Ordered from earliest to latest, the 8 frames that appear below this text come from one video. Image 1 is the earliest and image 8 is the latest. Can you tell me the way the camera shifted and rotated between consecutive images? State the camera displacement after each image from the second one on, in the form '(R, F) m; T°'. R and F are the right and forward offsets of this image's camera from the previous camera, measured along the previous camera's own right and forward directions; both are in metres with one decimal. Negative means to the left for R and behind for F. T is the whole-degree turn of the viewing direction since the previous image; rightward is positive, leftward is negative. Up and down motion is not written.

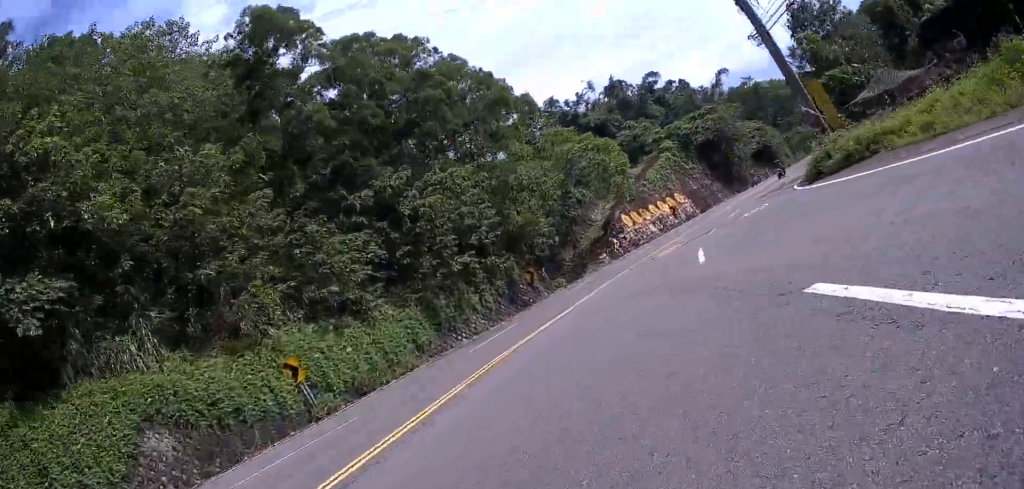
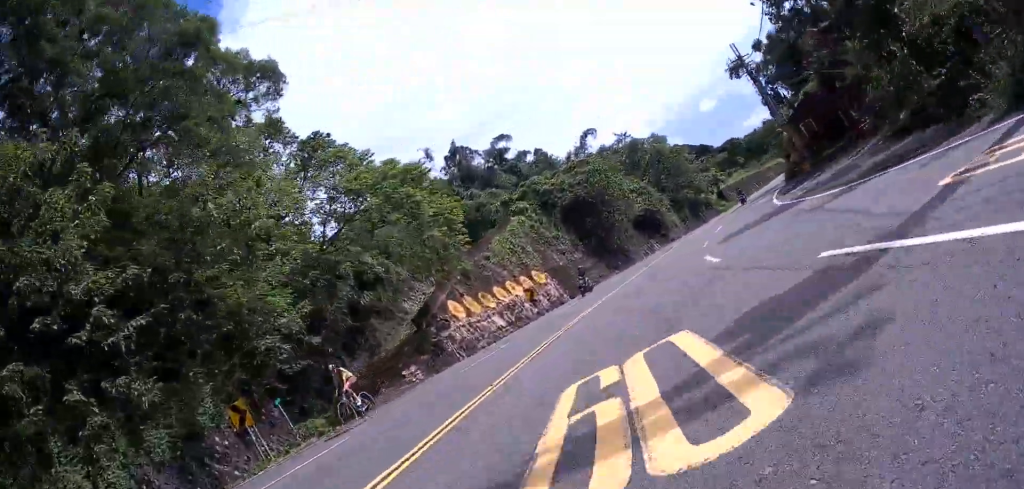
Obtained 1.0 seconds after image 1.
(+3.9, +19.3) m; +14°
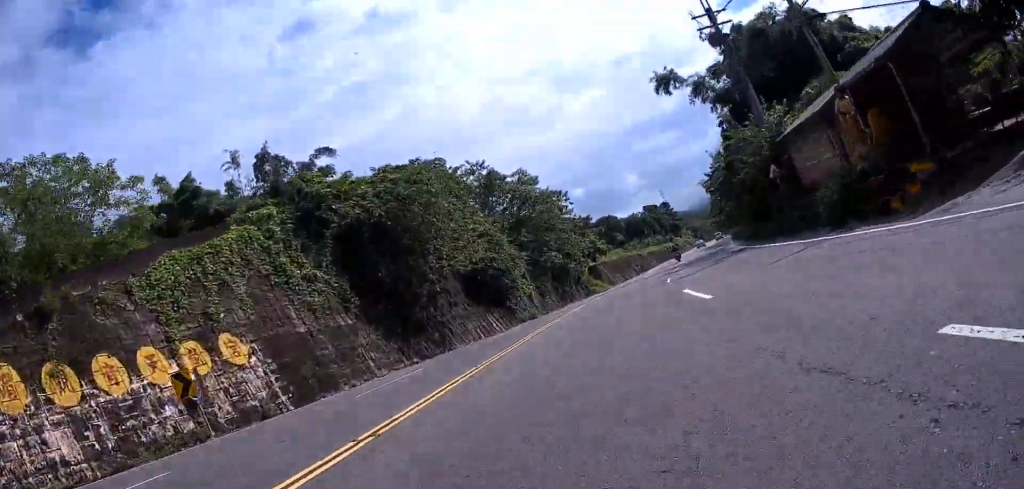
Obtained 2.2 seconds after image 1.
(+2.7, +23.3) m; +16°
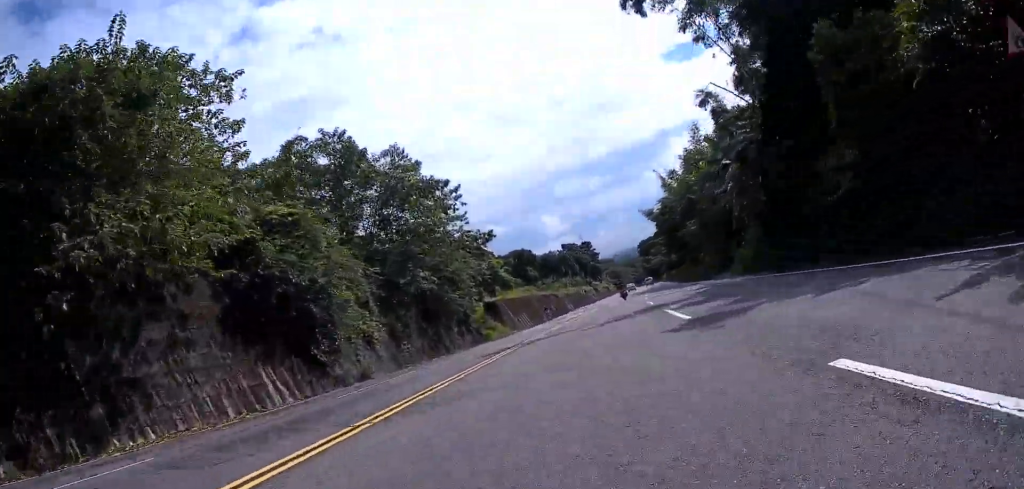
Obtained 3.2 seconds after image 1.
(+2.6, +19.1) m; +8°
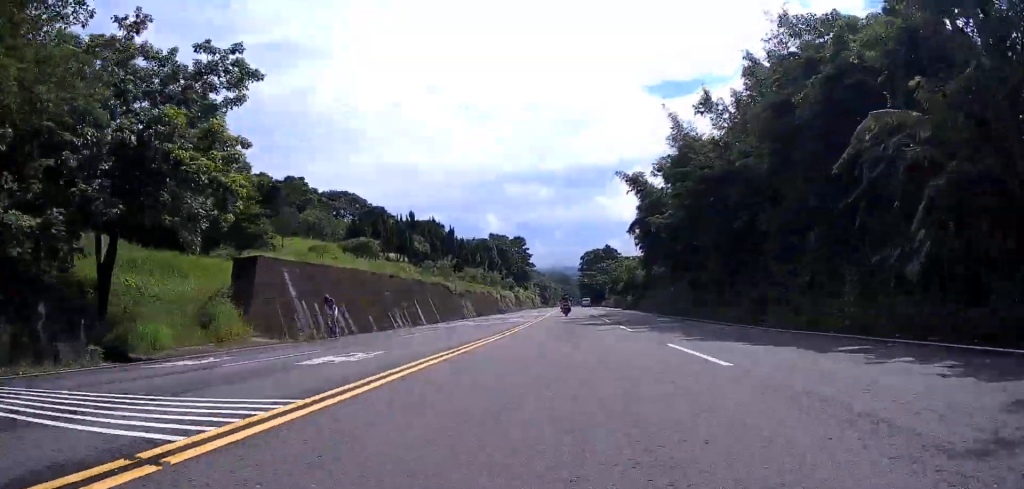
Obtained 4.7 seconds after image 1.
(0.0, +31.7) m; +3°
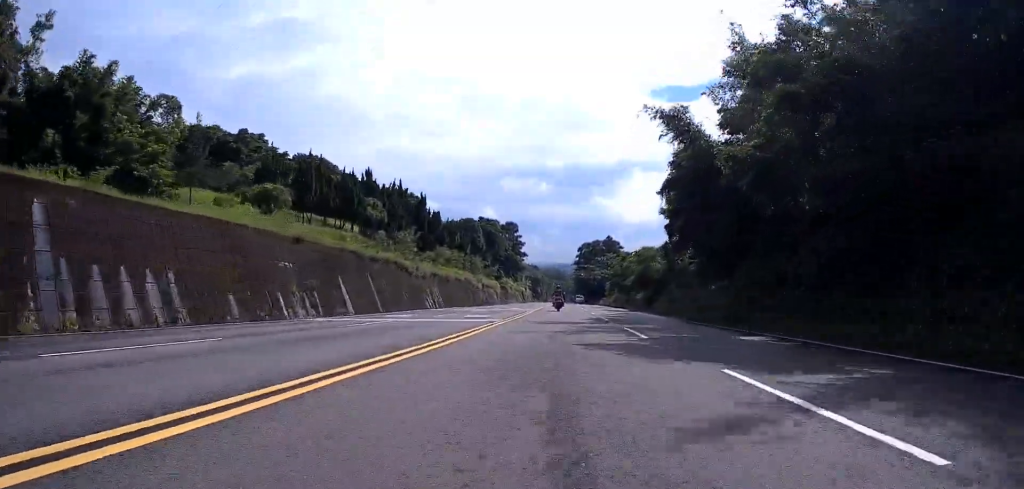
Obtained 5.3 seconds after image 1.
(+0.4, +13.5) m; +1°
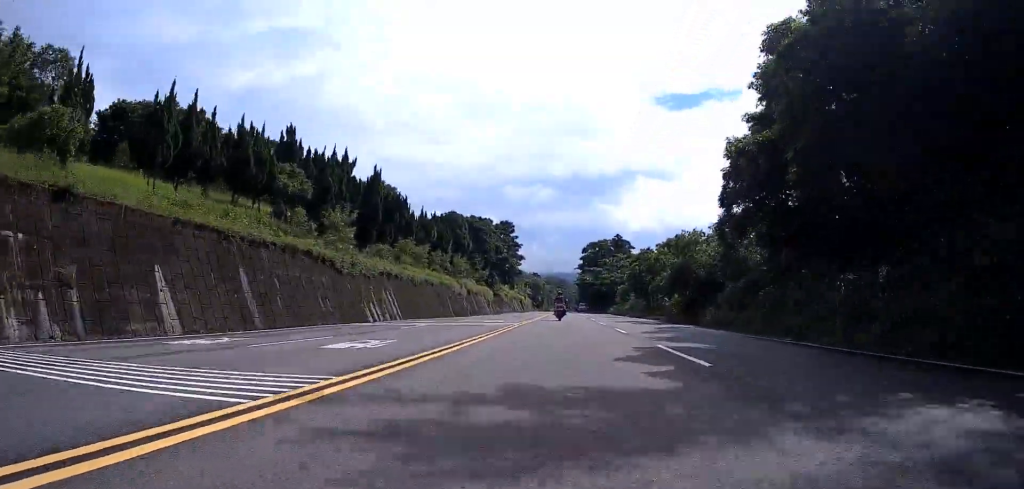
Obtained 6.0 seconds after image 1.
(+0.8, +14.9) m; 0°
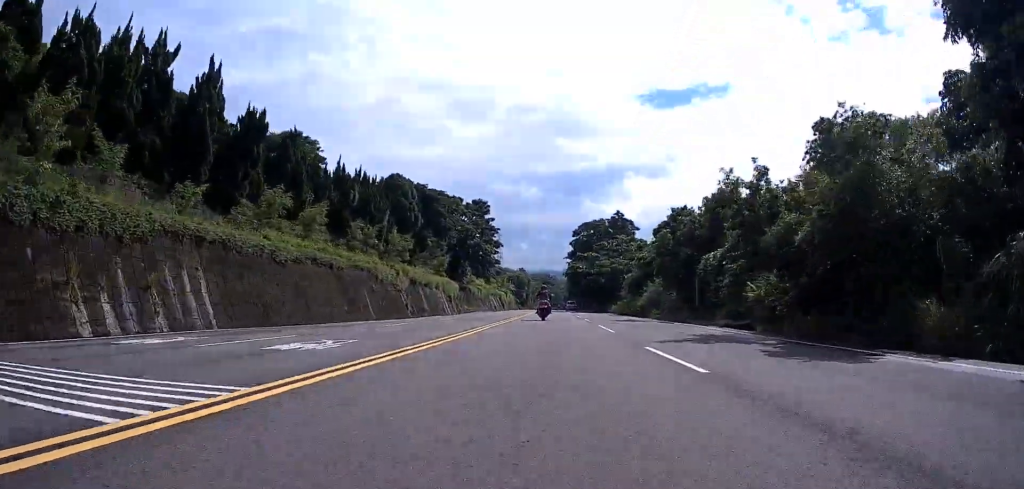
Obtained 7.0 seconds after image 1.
(-1.2, +21.0) m; 0°
